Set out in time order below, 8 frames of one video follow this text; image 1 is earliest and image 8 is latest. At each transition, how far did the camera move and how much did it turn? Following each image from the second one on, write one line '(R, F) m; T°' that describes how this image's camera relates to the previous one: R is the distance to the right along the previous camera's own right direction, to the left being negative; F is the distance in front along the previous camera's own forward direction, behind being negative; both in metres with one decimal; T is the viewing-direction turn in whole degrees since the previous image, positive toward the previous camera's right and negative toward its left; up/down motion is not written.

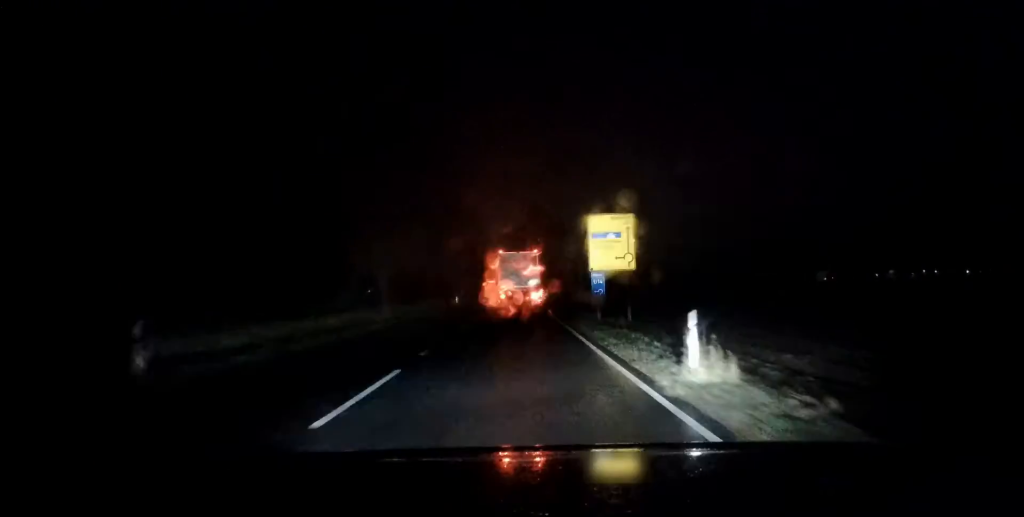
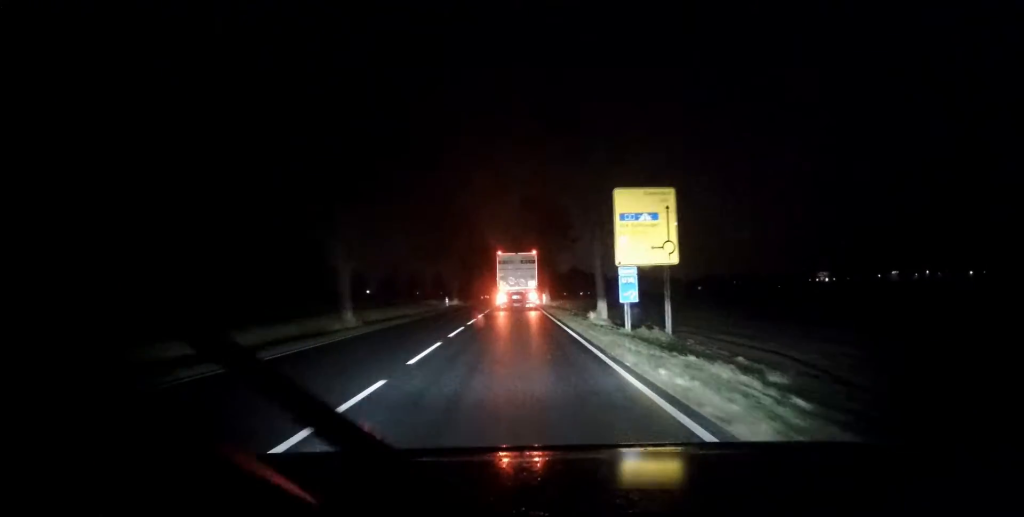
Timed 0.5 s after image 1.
(-0.1, +7.1) m; 0°
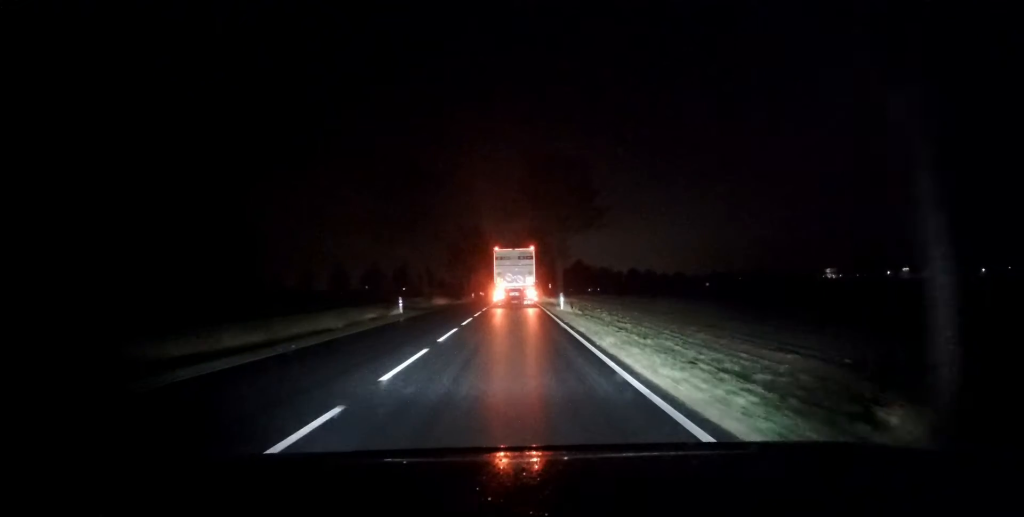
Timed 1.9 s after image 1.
(+0.2, +20.3) m; +1°
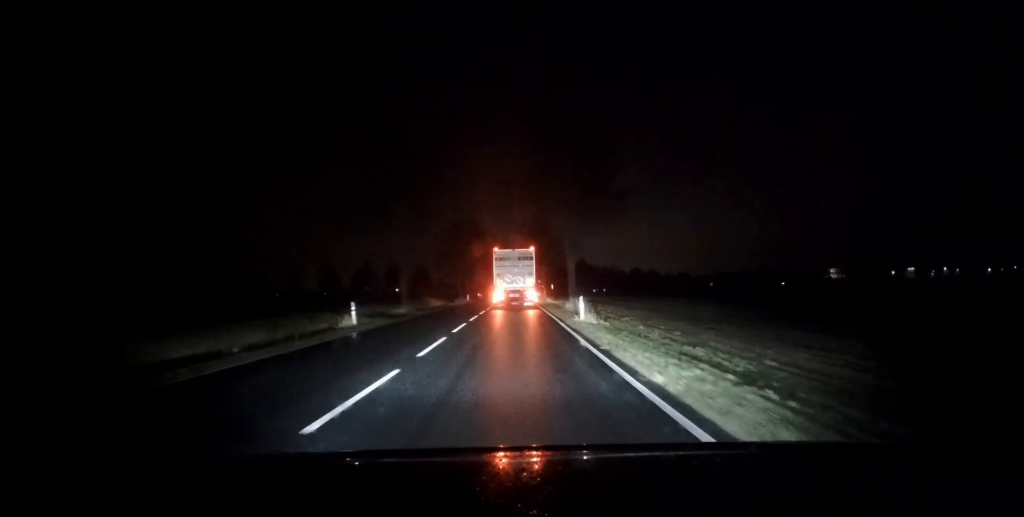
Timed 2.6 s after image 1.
(0.0, +8.9) m; -1°
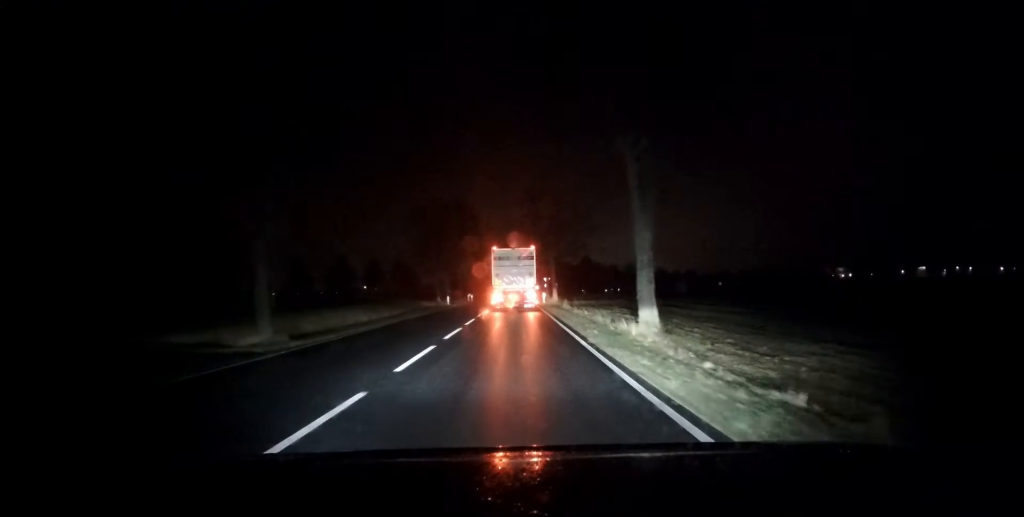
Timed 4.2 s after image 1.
(-0.3, +19.5) m; 0°
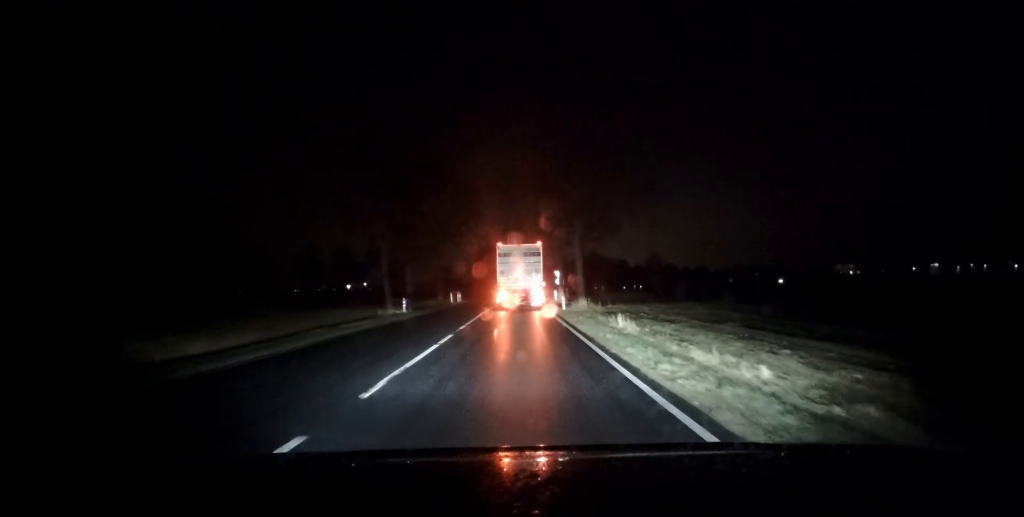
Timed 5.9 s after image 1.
(-0.1, +19.5) m; -1°
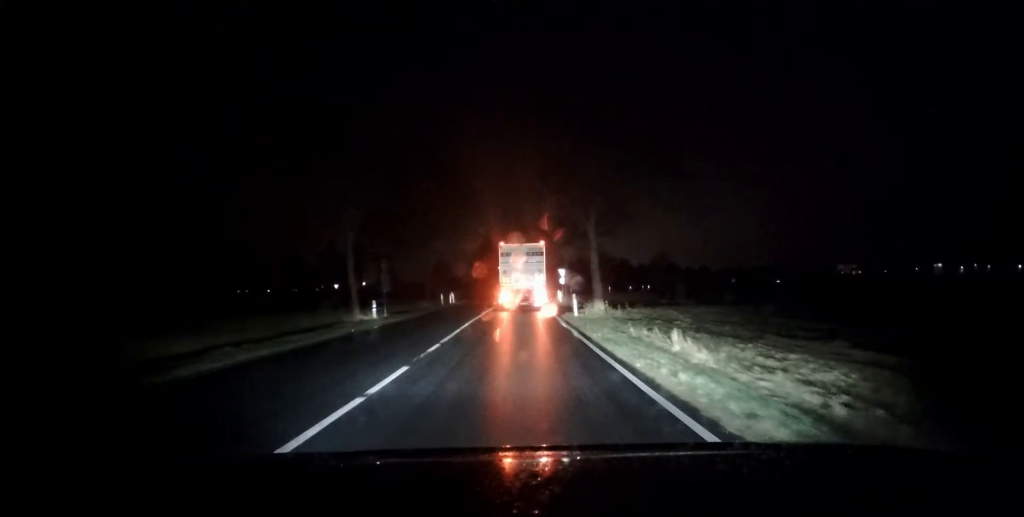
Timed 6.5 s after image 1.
(0.0, +6.1) m; +1°
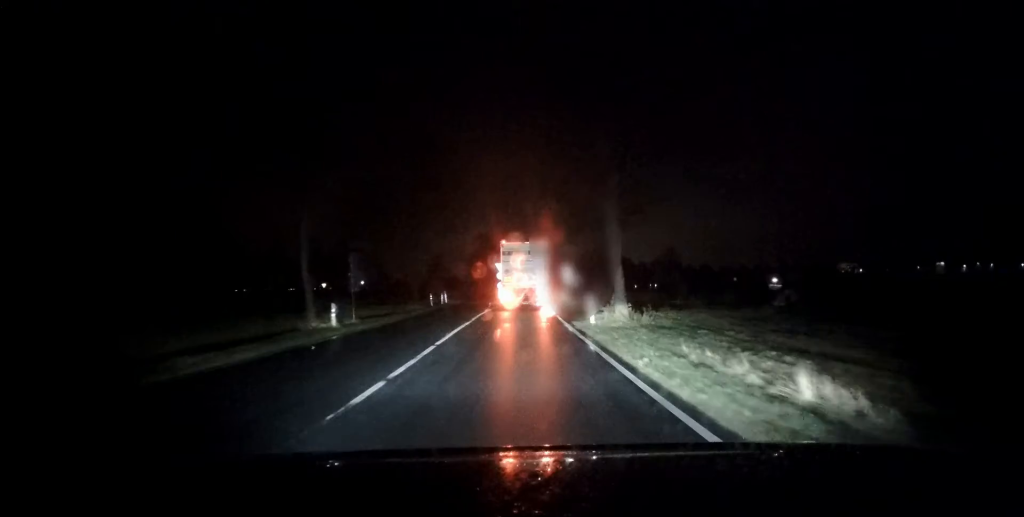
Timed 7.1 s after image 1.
(0.0, +5.3) m; +1°
